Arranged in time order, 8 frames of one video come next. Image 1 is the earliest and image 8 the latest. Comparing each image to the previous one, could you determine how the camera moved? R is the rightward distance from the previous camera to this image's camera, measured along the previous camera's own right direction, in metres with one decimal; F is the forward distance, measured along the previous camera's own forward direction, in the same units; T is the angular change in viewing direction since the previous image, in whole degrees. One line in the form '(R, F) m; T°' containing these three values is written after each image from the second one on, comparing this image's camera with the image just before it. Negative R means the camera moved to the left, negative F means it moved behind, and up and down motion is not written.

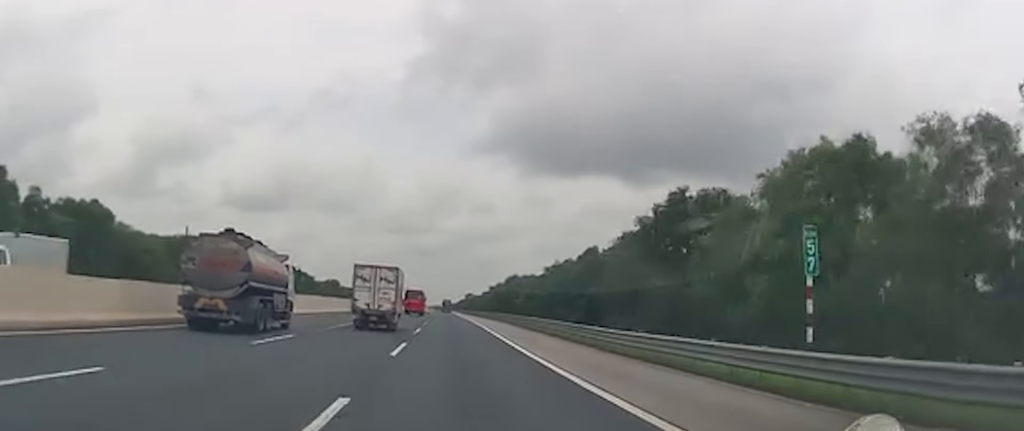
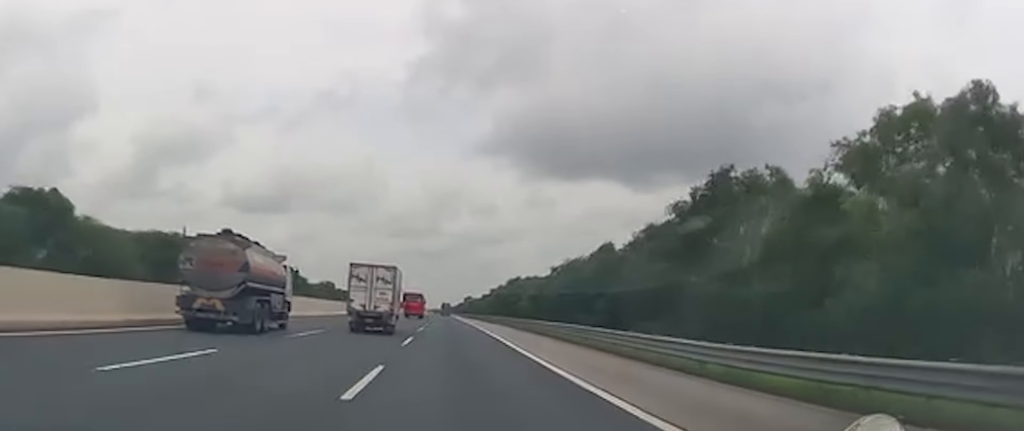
(0.0, +9.0) m; 0°
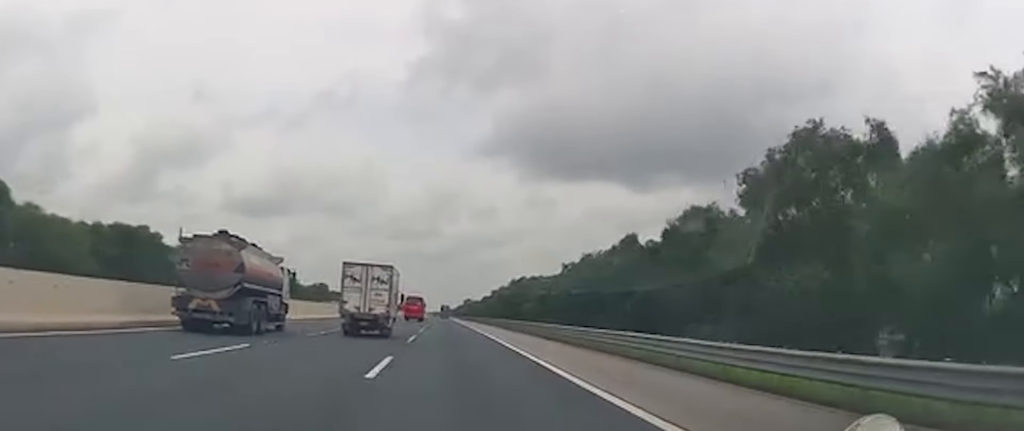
(0.0, +12.0) m; 0°
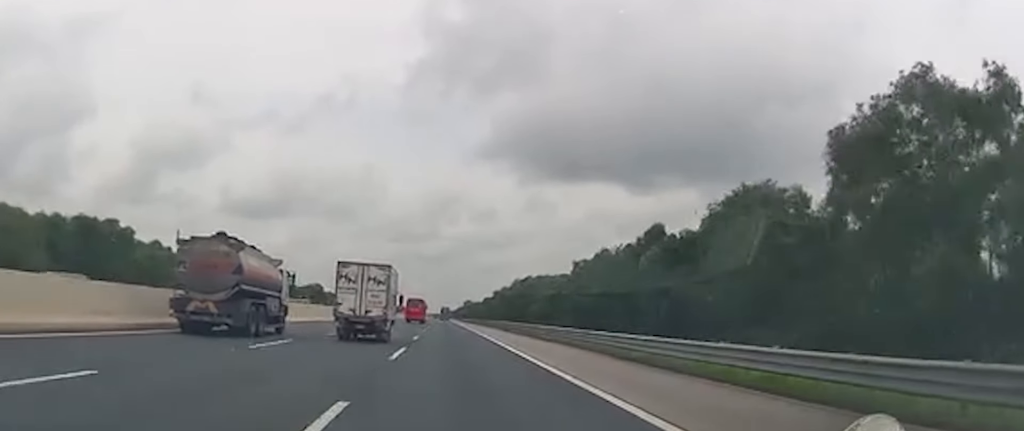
(0.0, +9.2) m; 0°
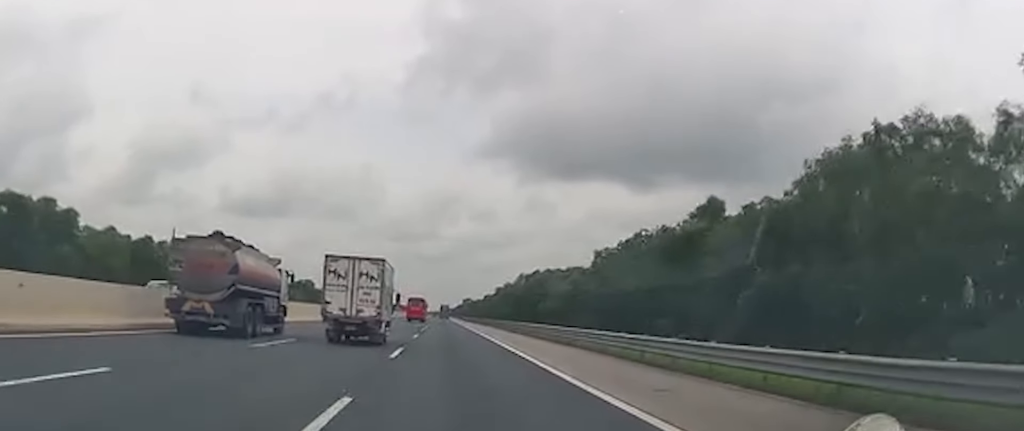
(0.0, +15.7) m; 0°
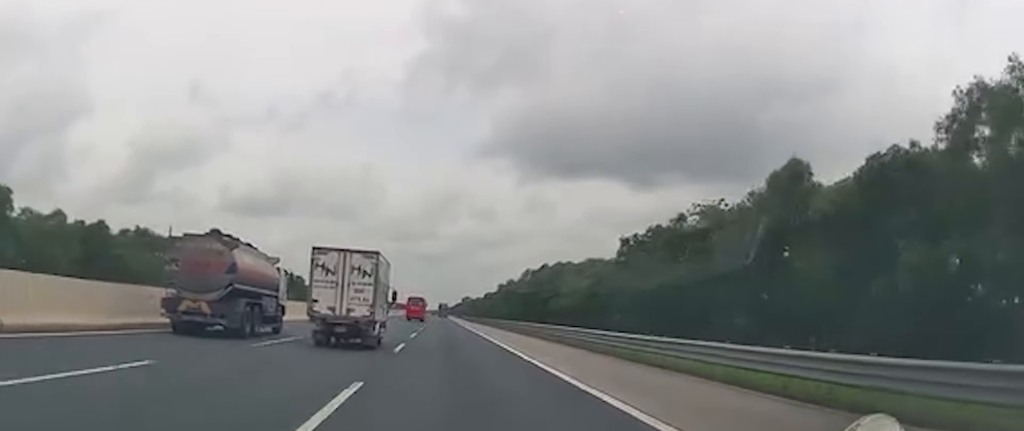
(0.0, +13.1) m; 0°
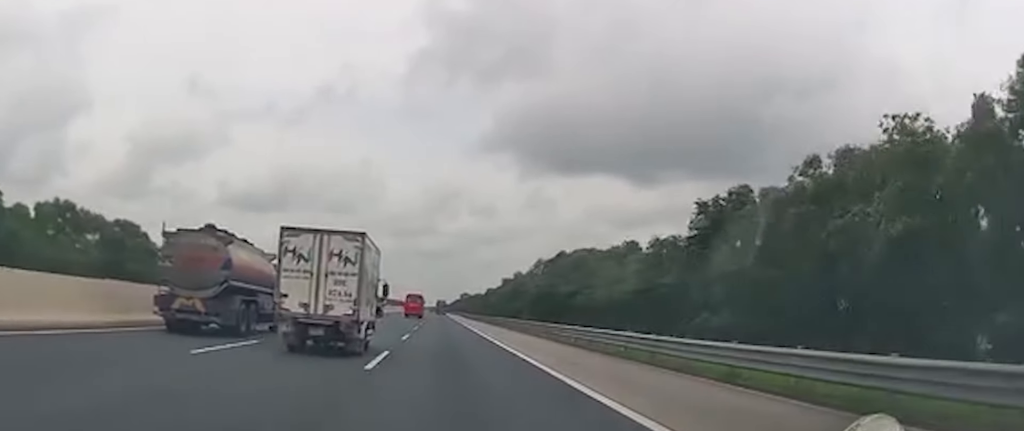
(0.0, +22.0) m; 0°
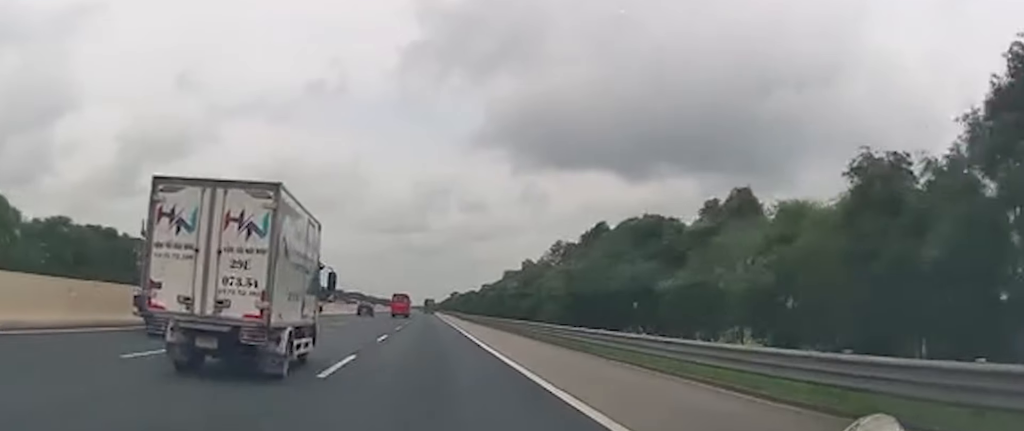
(0.0, +32.9) m; -1°
